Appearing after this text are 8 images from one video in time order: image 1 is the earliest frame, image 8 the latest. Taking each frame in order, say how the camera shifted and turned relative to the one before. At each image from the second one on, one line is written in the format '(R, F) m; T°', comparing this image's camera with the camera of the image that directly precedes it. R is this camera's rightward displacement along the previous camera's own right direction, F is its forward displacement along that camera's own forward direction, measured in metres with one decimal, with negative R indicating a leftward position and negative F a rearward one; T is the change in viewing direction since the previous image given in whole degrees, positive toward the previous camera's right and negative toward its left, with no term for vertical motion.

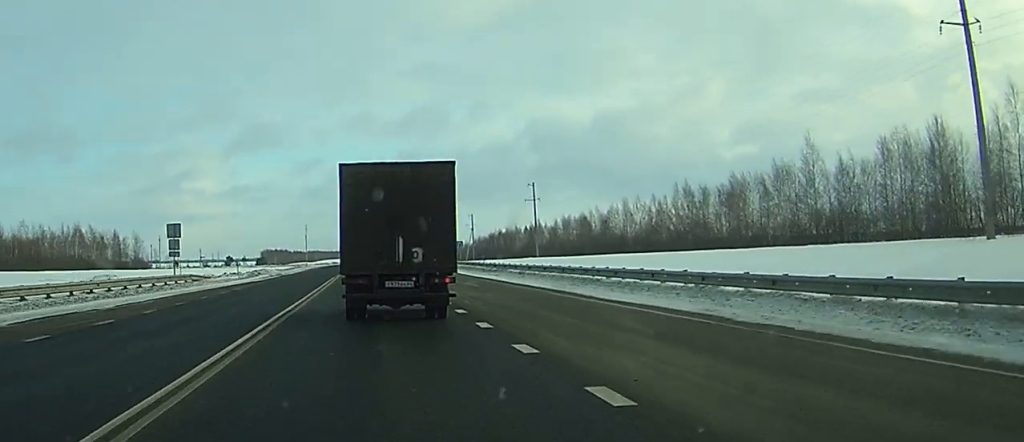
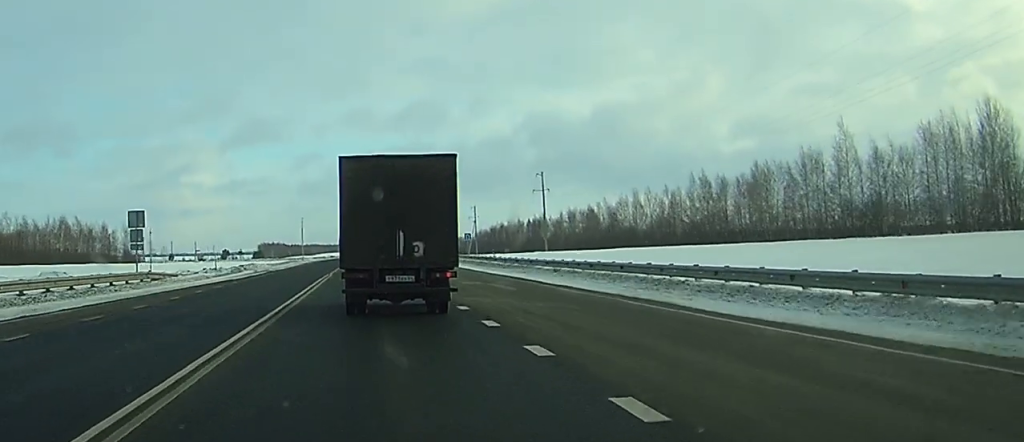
(0.0, +8.7) m; 0°
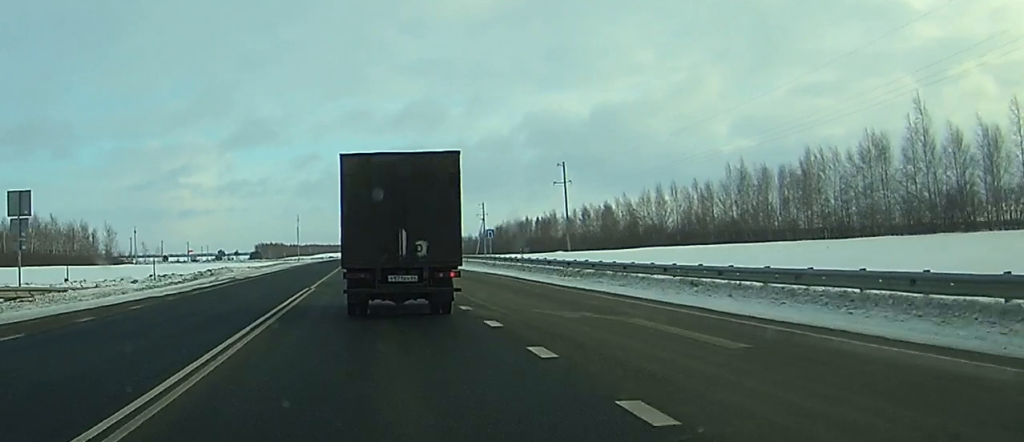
(0.0, +16.0) m; 0°
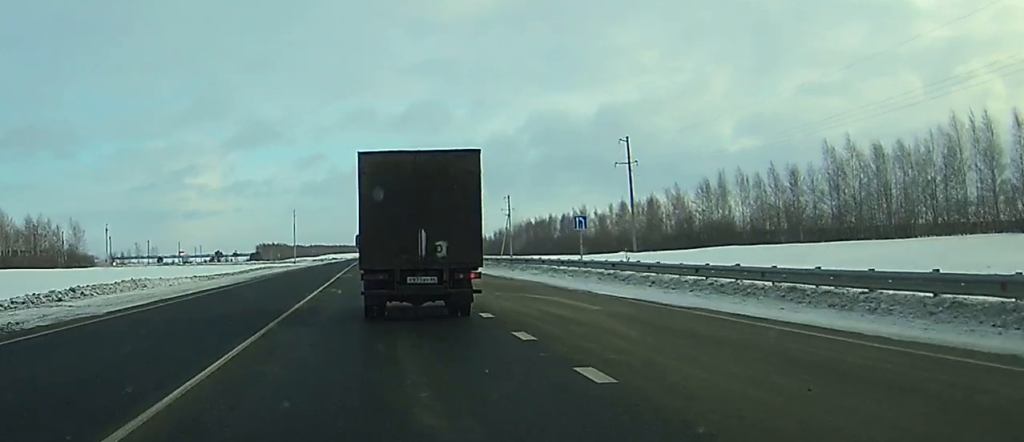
(0.0, +29.9) m; 0°
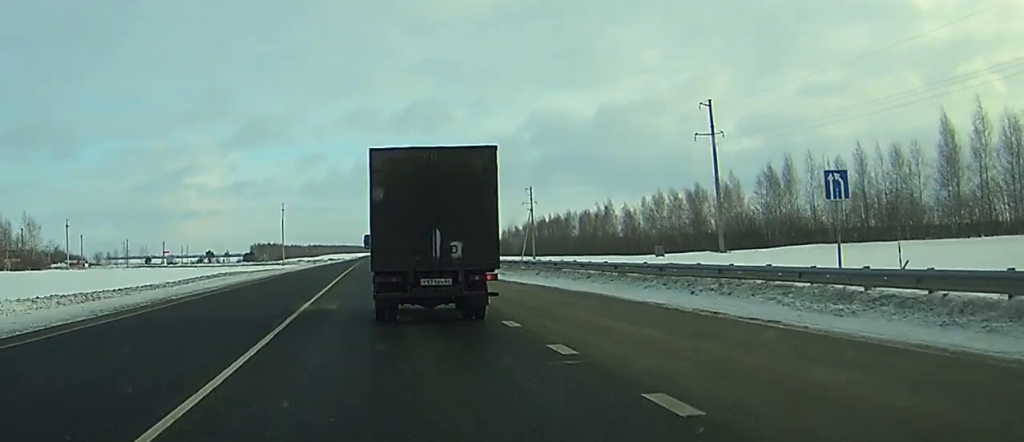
(0.0, +25.5) m; 0°
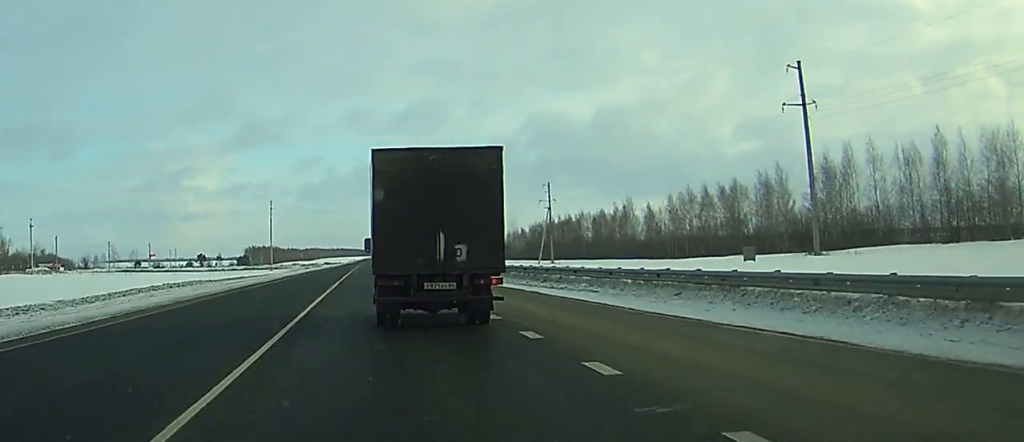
(0.0, +17.5) m; 0°
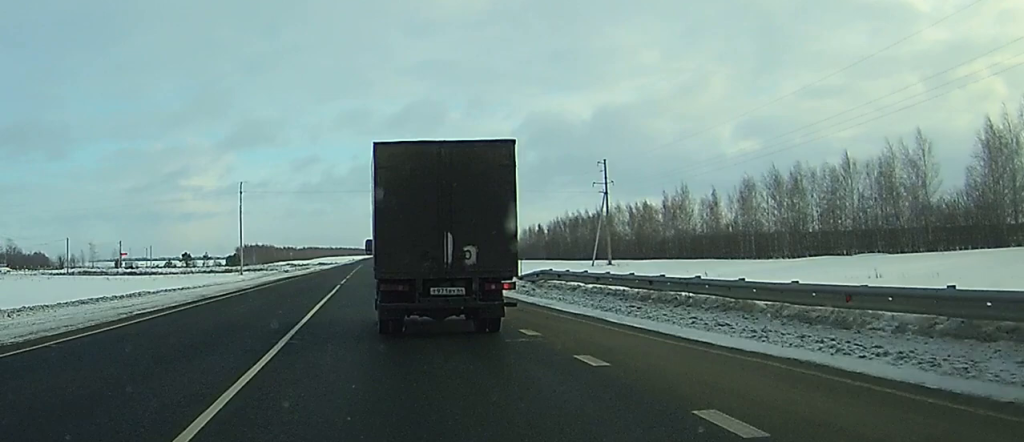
(-0.1, +34.6) m; 0°
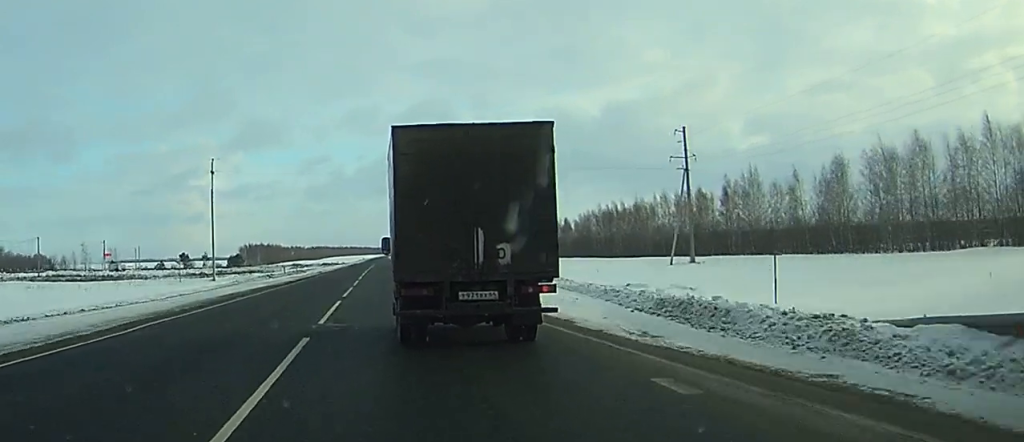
(+0.1, +25.7) m; 0°
